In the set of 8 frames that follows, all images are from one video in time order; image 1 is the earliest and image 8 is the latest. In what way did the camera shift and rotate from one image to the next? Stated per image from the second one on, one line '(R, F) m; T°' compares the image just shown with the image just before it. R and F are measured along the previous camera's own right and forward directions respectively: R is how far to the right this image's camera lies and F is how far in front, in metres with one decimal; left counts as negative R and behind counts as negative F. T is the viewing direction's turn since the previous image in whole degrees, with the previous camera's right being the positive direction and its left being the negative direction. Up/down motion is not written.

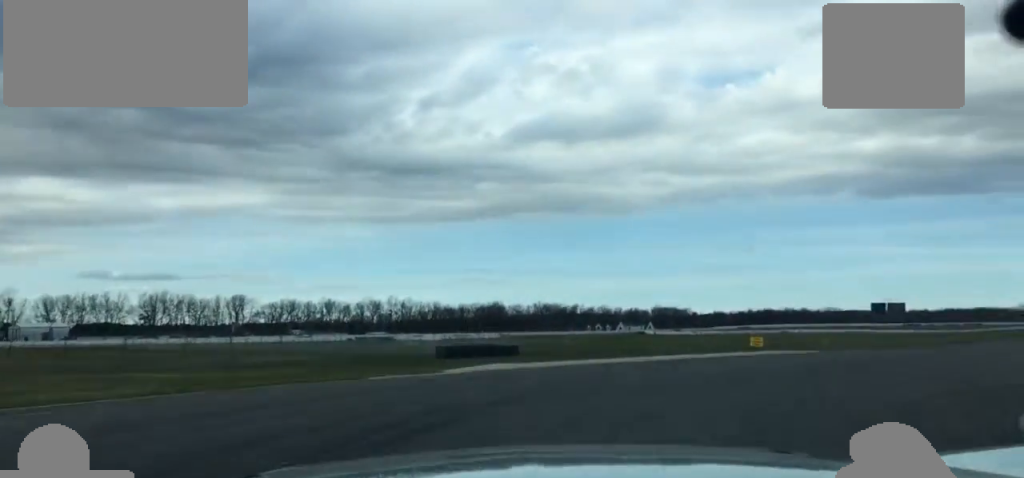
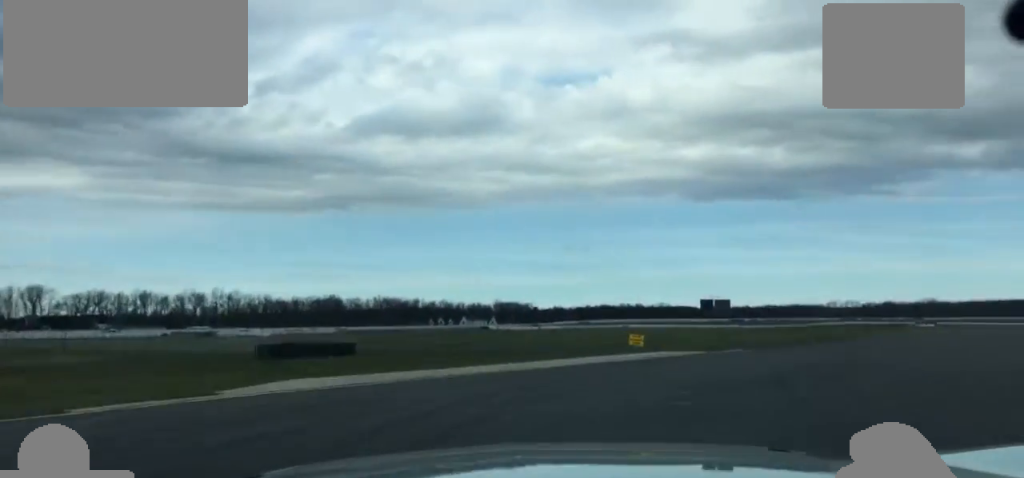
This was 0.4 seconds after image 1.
(0.0, +8.0) m; +10°
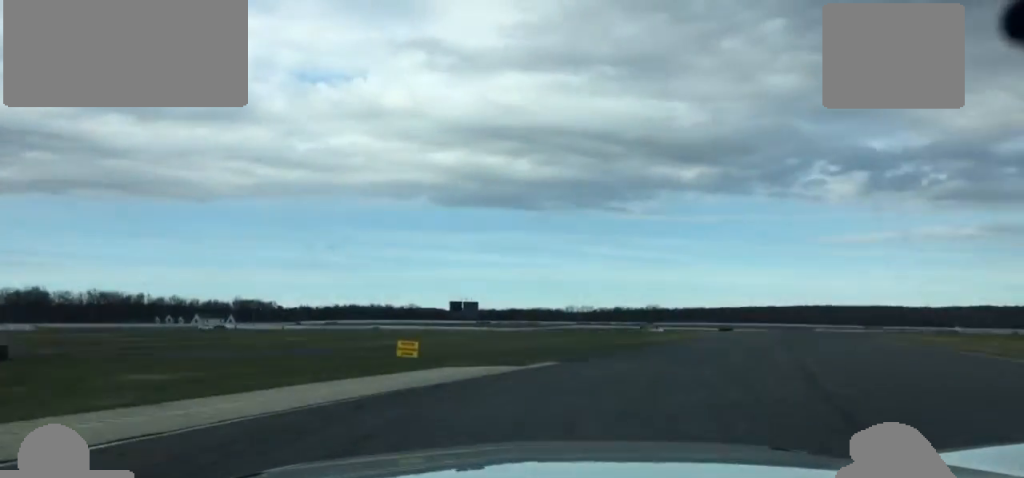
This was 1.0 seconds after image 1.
(+2.4, +12.4) m; +14°
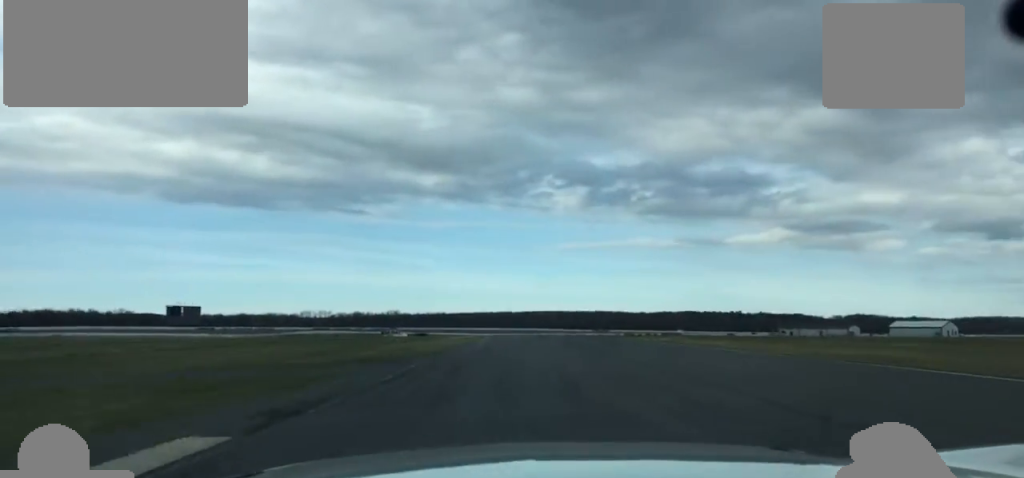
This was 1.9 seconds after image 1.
(+2.9, +17.5) m; +15°
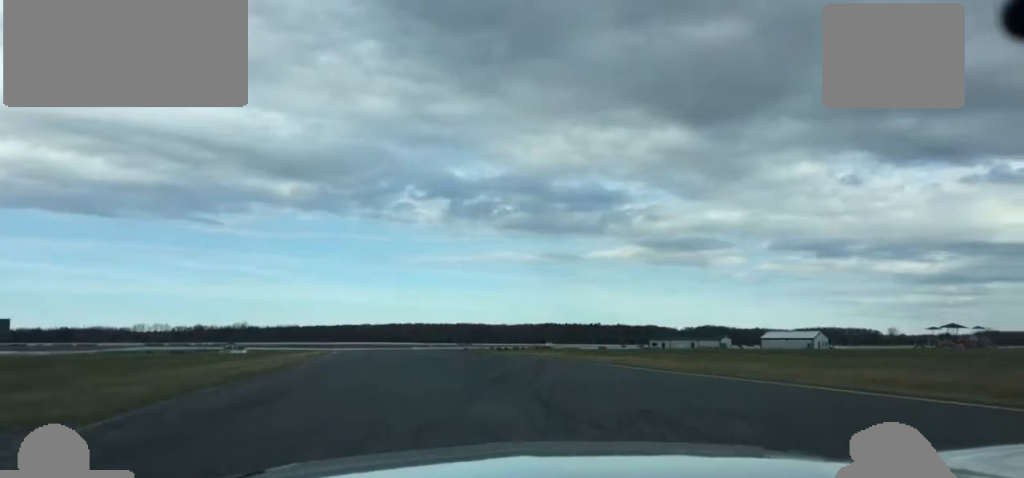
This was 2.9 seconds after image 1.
(+2.7, +24.3) m; +9°
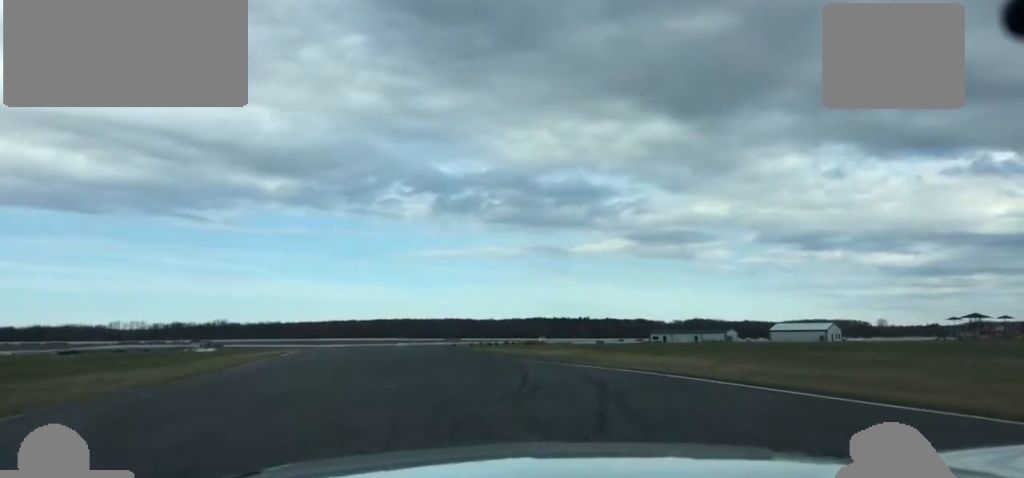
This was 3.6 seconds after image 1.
(+1.1, +17.1) m; +2°
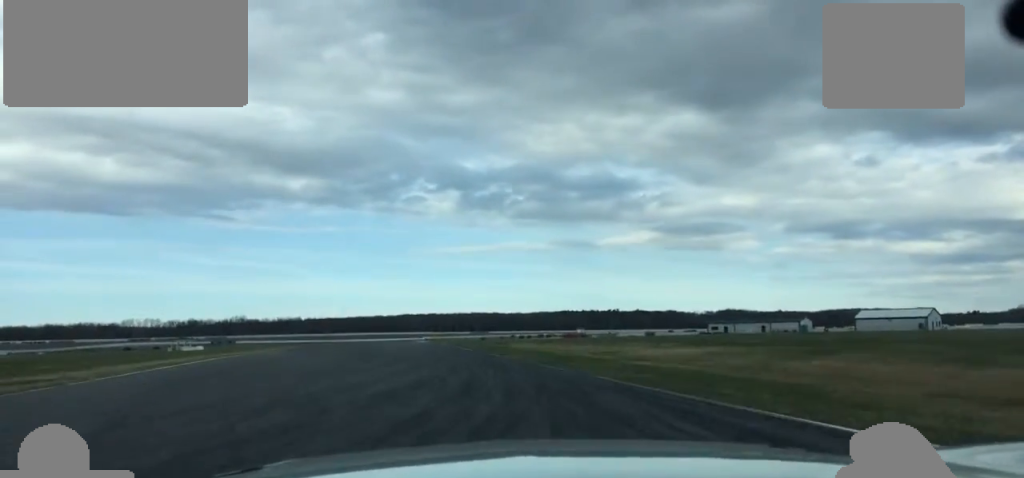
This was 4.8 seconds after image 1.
(-0.8, +34.9) m; -1°
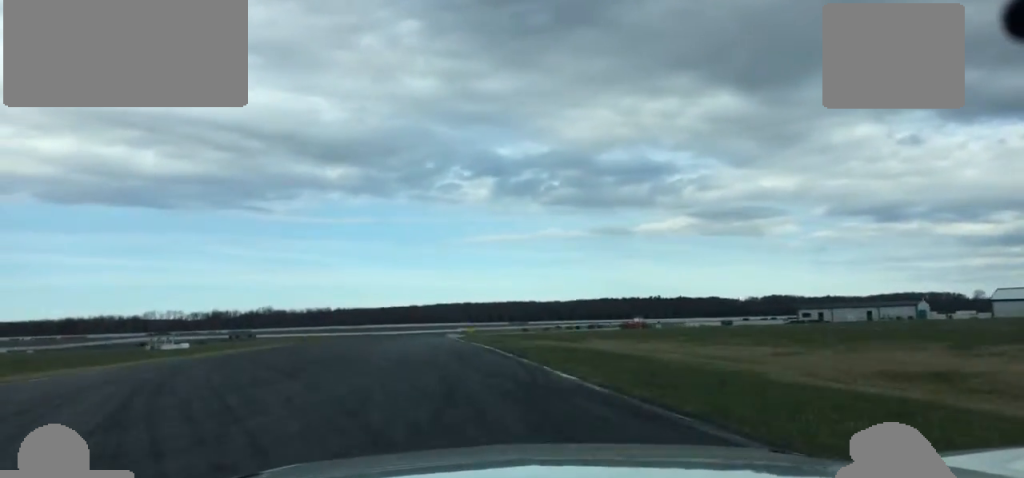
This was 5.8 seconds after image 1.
(-0.1, +33.0) m; -1°
